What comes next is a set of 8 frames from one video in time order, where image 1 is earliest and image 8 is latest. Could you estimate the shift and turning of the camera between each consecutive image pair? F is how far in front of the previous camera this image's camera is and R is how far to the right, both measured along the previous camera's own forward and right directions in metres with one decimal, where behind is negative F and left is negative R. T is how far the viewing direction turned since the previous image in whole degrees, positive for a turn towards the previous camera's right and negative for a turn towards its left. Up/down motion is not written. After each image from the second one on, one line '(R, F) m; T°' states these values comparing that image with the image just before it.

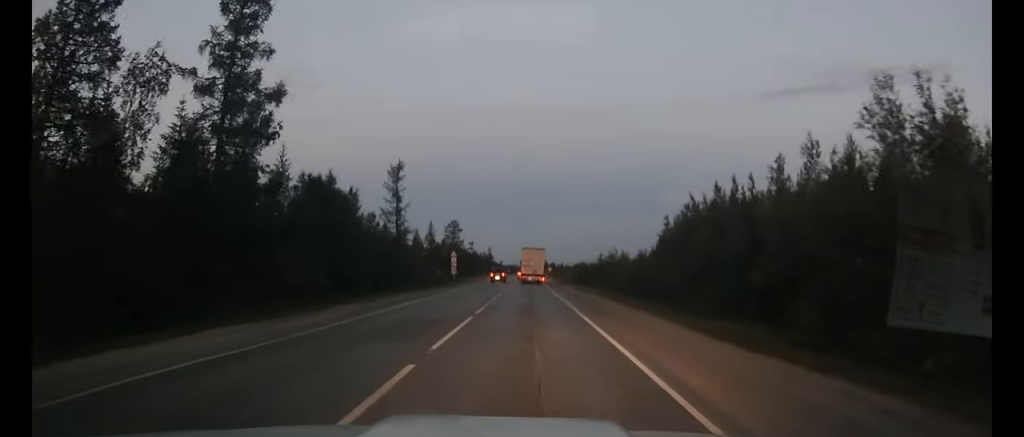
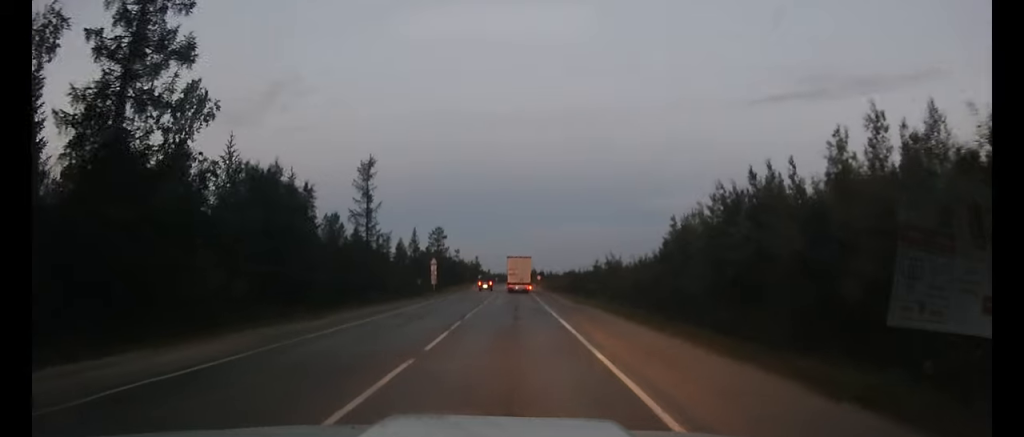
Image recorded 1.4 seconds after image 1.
(+0.1, +7.6) m; +2°
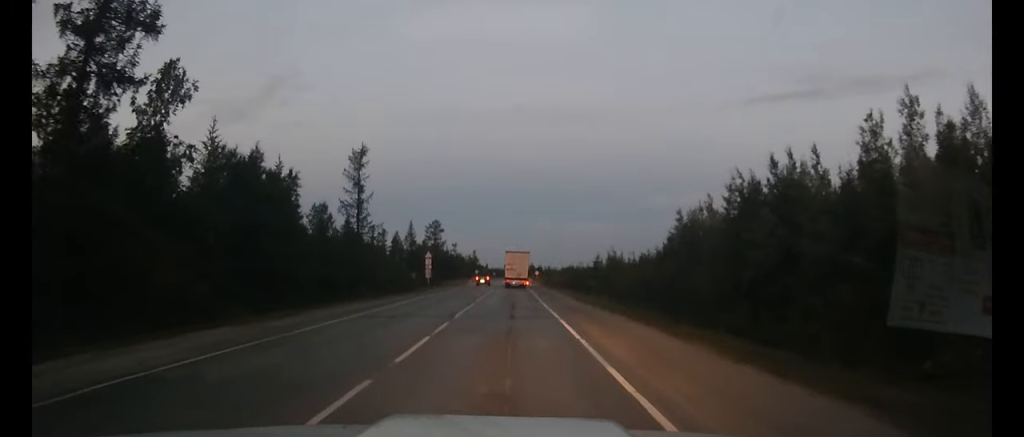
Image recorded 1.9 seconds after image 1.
(0.0, +2.6) m; 0°
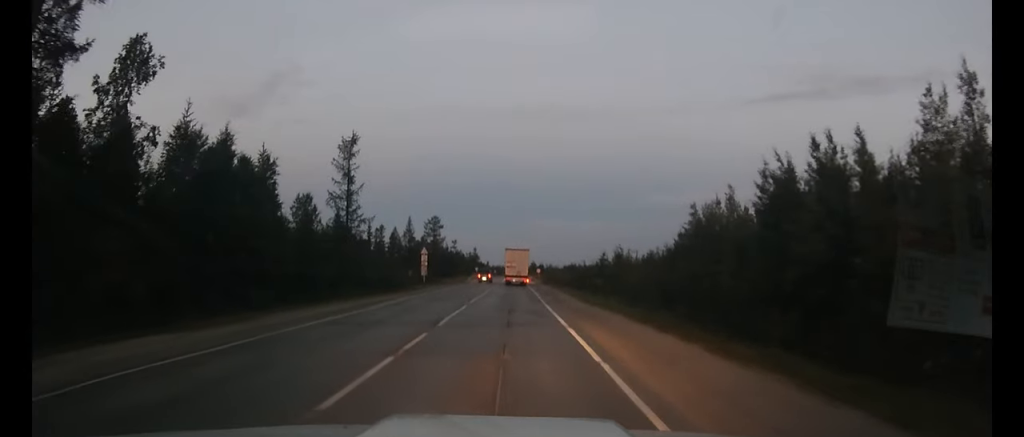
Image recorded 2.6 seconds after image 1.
(0.0, +3.8) m; 0°
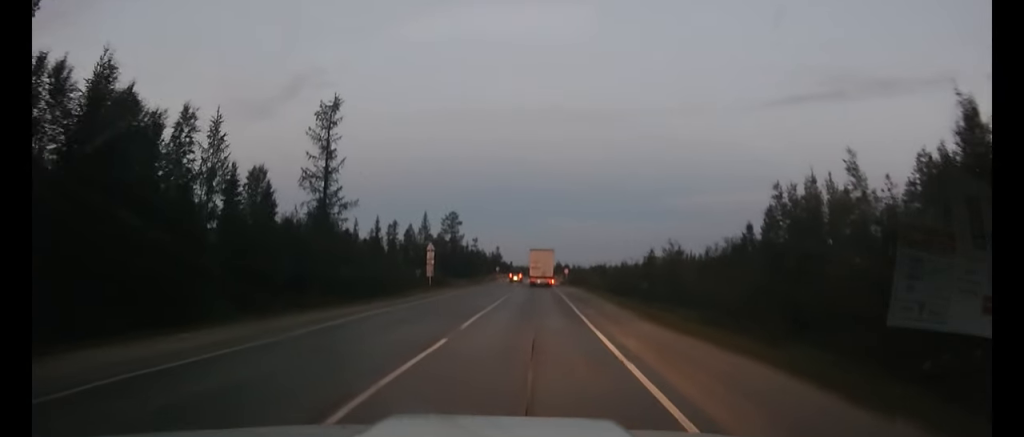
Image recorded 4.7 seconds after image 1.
(-0.1, +10.9) m; -2°
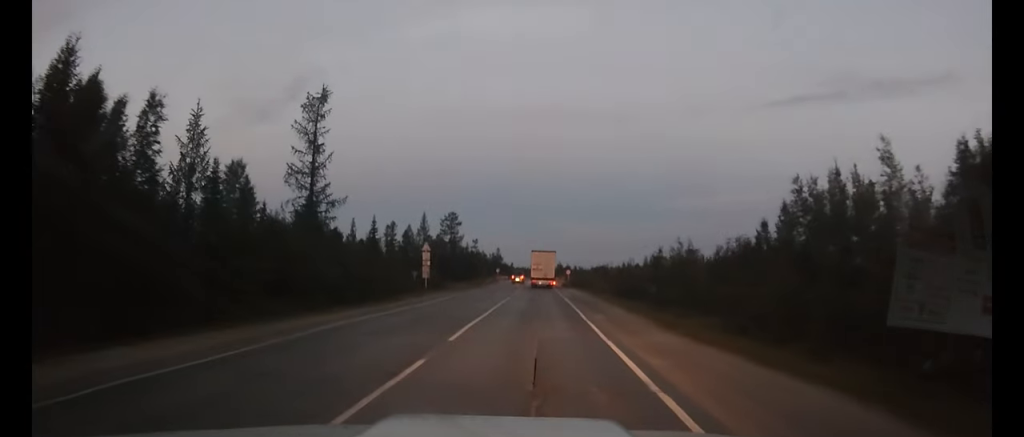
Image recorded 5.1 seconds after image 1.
(0.0, +2.4) m; 0°
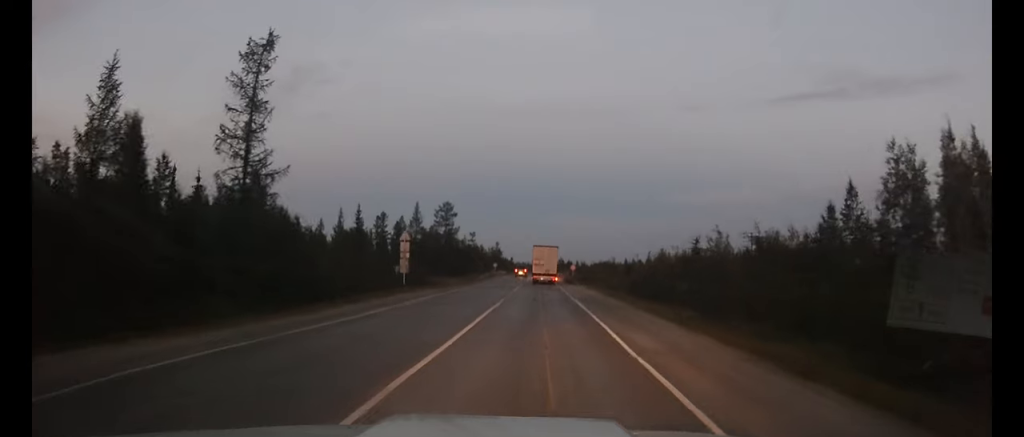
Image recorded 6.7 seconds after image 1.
(-0.1, +8.8) m; 0°
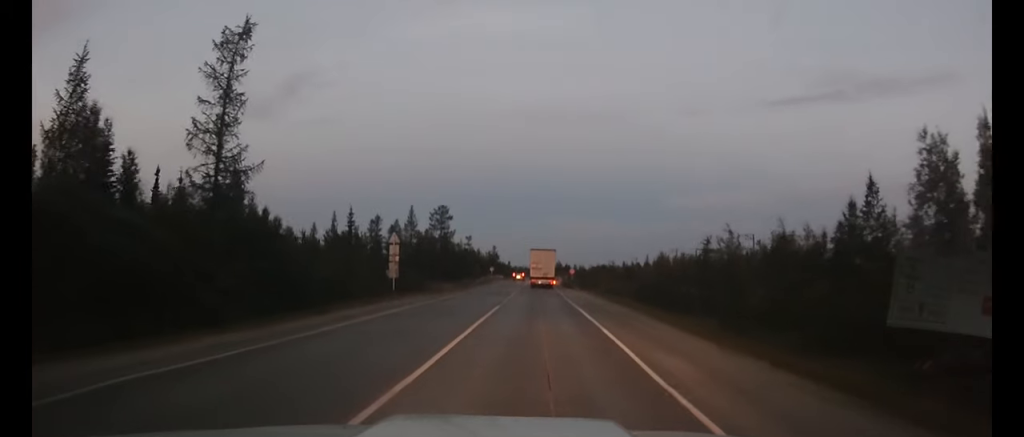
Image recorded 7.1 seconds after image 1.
(0.0, +2.6) m; 0°
